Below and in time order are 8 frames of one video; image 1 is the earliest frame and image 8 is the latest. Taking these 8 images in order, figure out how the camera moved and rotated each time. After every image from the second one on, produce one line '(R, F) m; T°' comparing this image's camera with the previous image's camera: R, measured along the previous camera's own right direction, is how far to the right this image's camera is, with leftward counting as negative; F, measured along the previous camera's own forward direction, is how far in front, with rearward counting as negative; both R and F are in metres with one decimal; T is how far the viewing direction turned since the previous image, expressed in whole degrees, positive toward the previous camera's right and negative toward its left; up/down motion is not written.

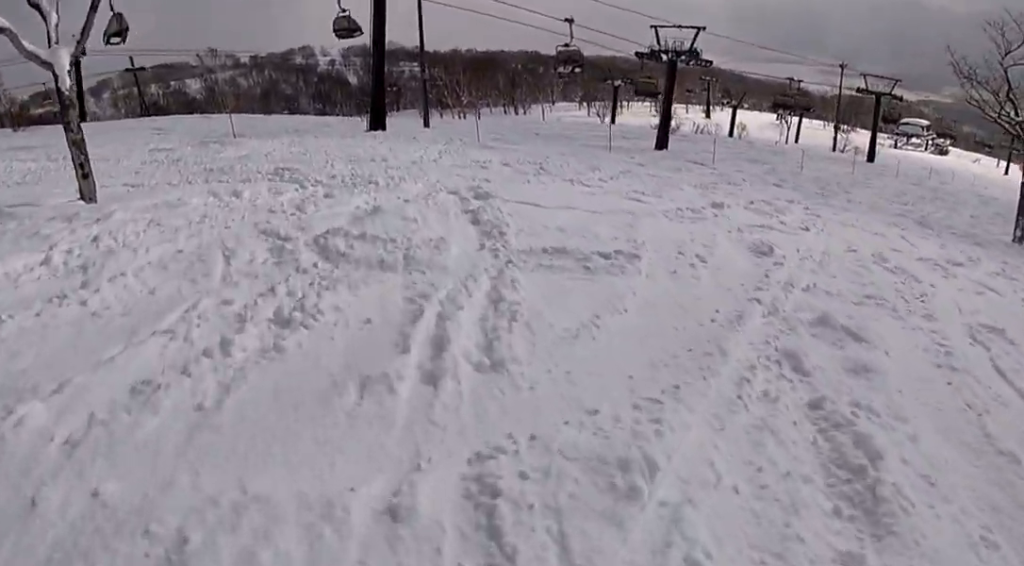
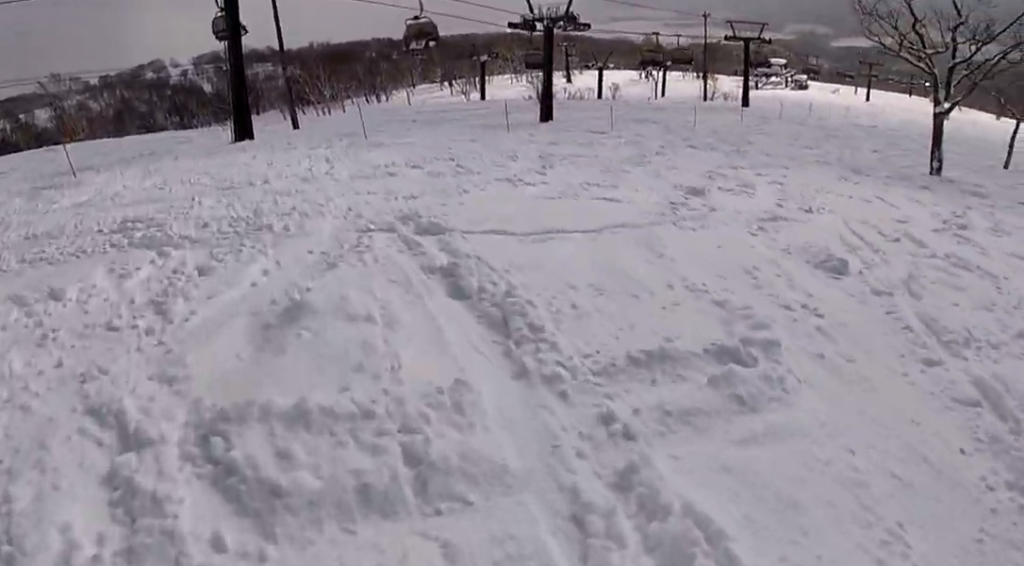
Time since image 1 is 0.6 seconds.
(-0.1, +4.1) m; +3°
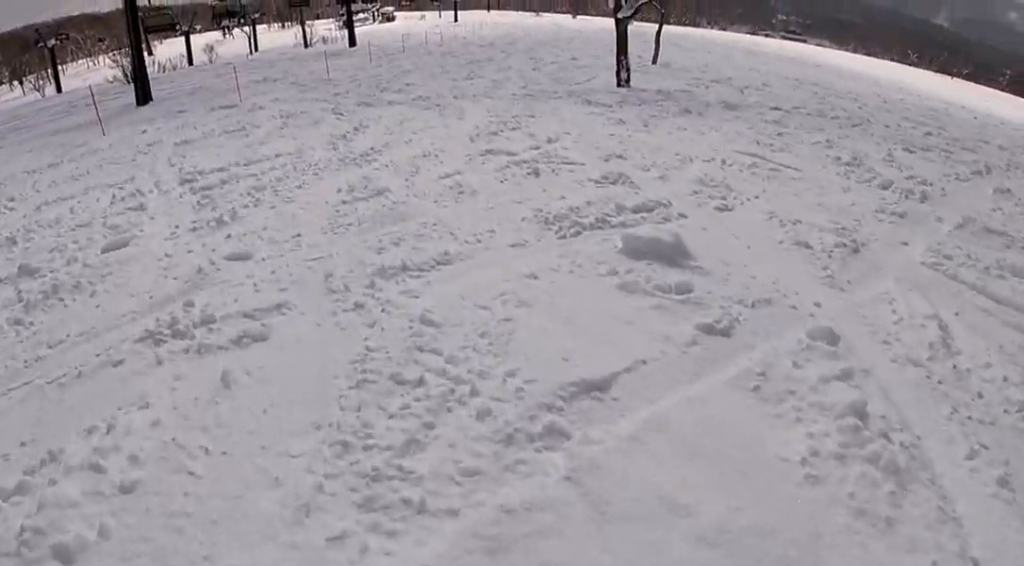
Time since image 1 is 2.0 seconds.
(+2.2, +8.0) m; +36°
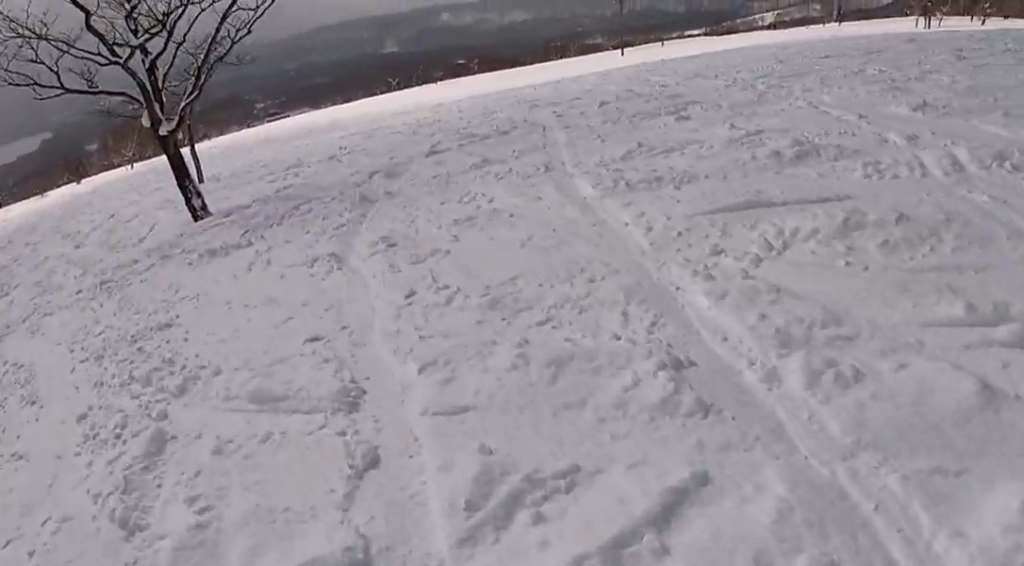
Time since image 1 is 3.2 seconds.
(+2.4, +7.0) m; +37°
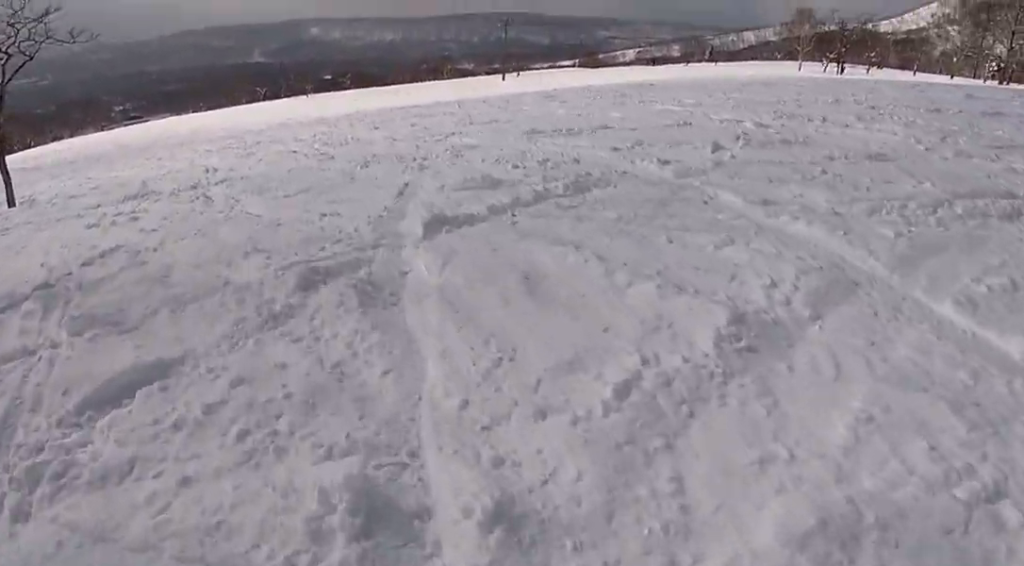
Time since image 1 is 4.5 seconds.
(+3.0, +7.8) m; +19°
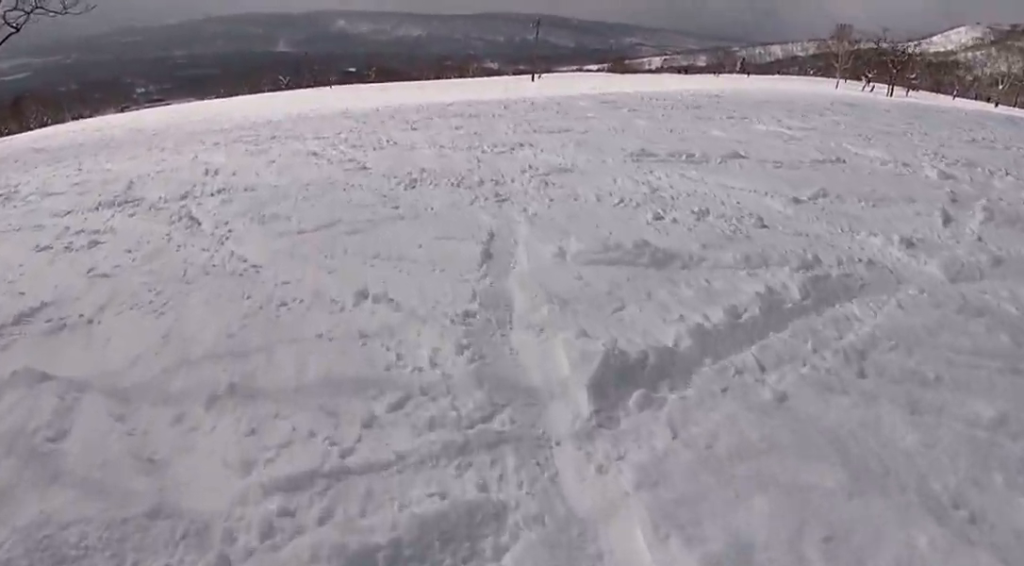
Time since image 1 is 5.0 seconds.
(-0.4, +3.6) m; +1°
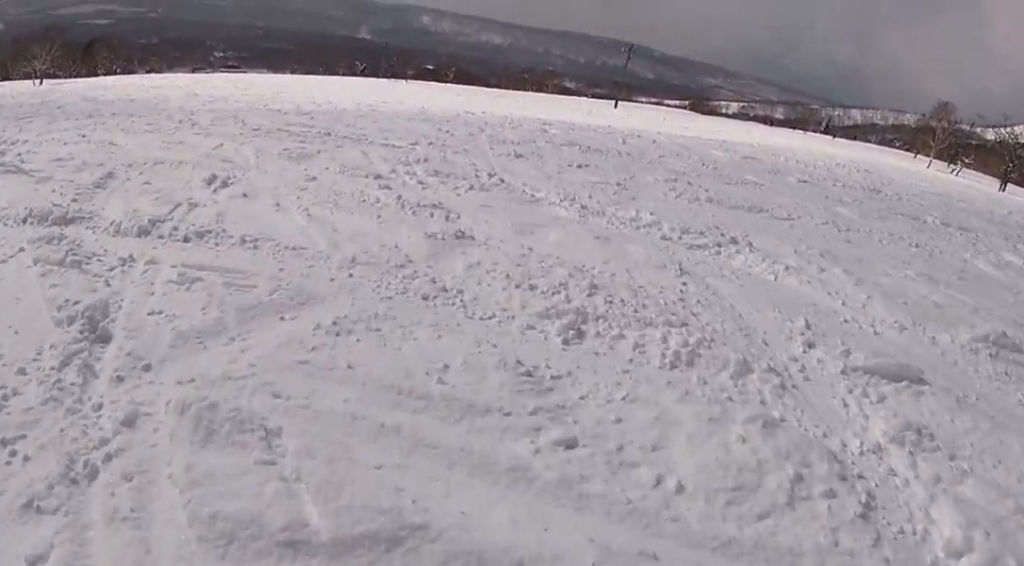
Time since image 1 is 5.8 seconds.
(-0.7, +5.5) m; +2°
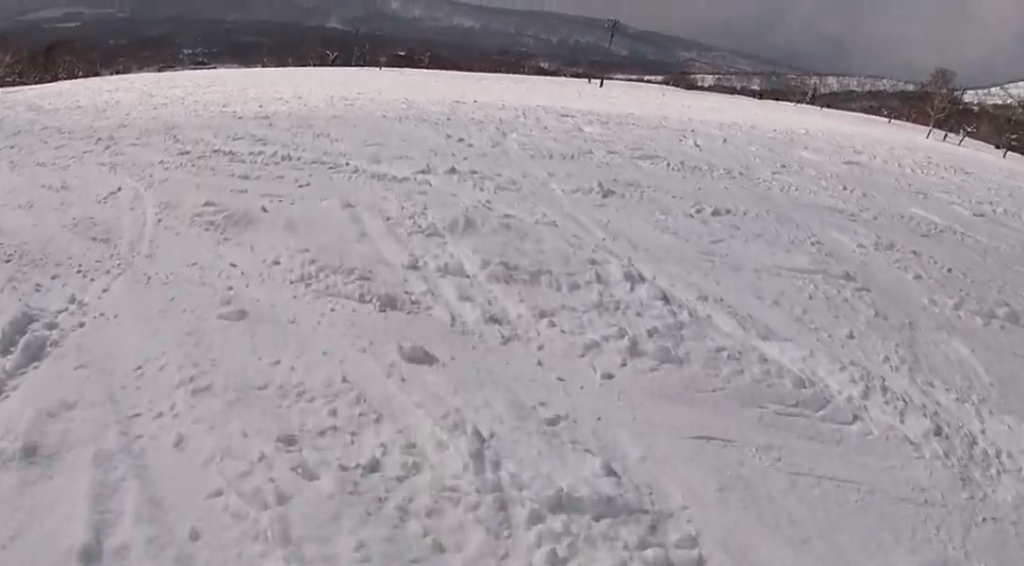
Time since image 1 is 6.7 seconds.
(+1.2, +5.9) m; +9°
